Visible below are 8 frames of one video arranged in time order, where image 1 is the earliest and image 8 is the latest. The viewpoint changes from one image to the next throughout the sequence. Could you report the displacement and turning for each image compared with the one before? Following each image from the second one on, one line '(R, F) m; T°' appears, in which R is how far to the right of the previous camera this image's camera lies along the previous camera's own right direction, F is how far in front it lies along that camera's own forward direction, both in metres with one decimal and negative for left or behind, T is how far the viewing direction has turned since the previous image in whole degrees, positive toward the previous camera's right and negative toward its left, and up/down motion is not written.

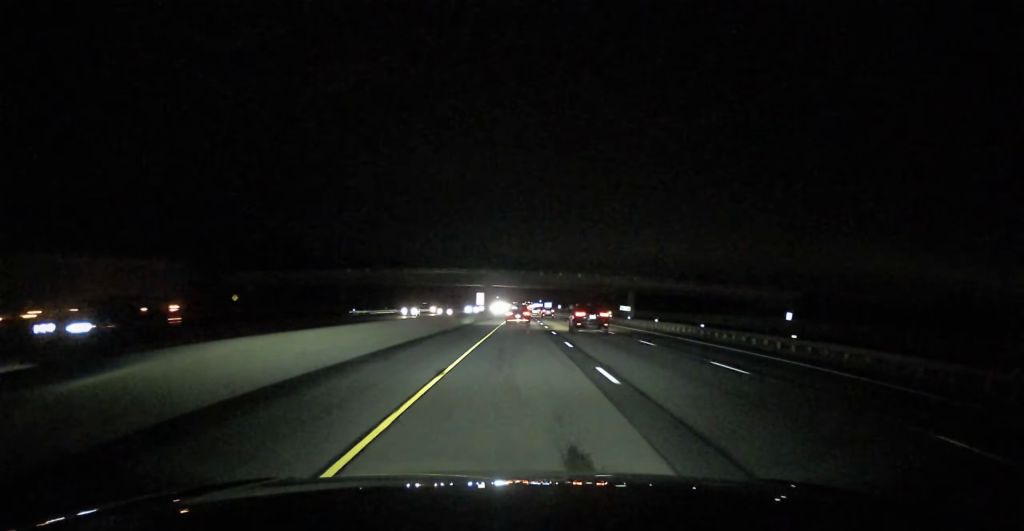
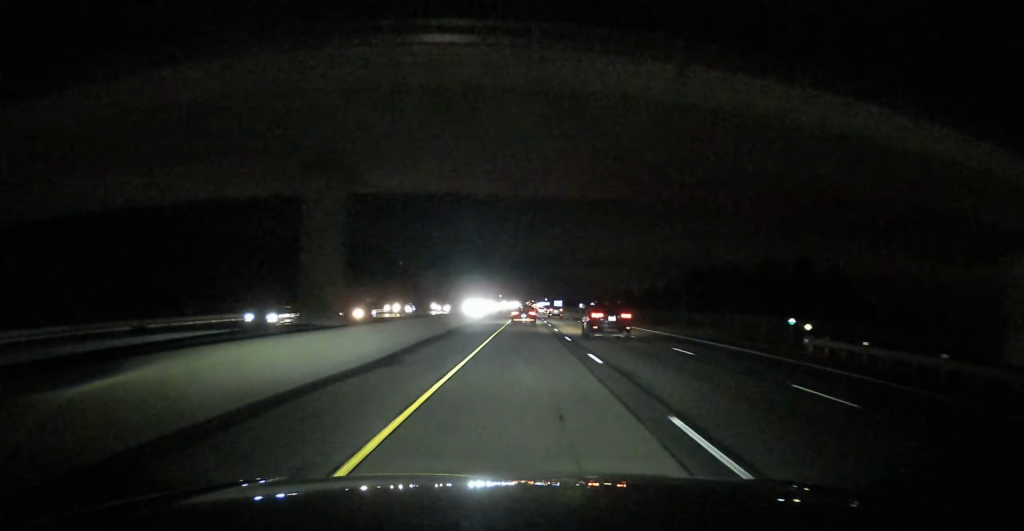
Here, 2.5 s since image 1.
(+0.2, +88.3) m; 0°
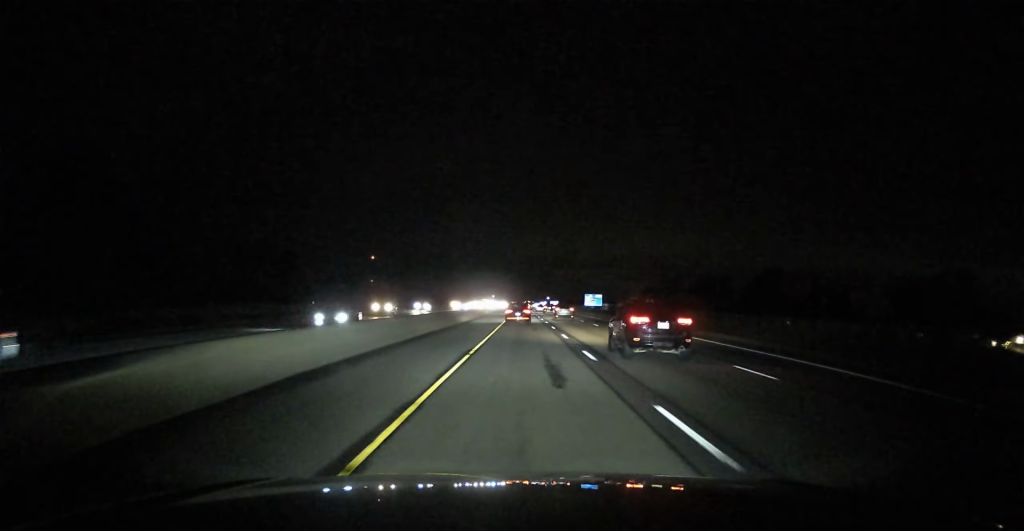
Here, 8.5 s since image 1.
(-0.4, +208.4) m; 0°
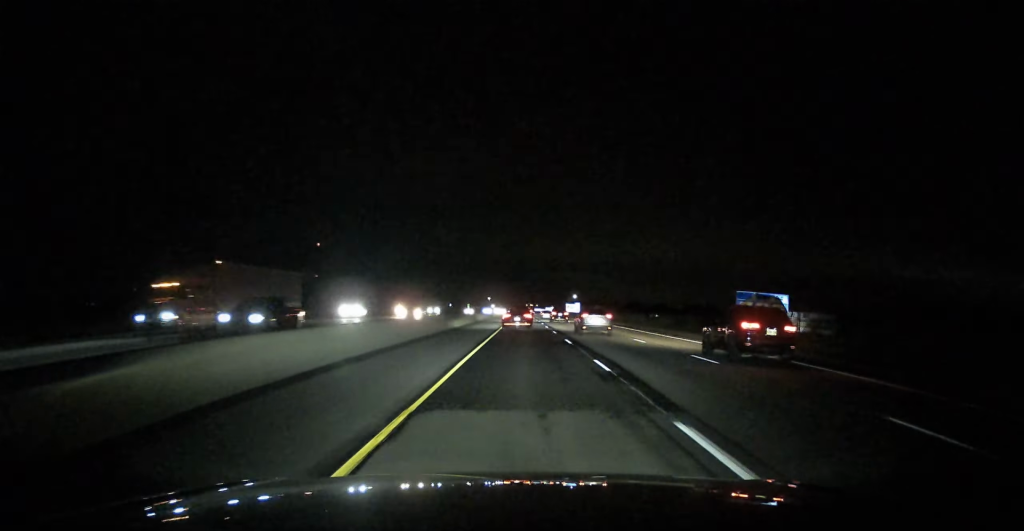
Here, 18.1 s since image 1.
(-0.4, +320.3) m; +1°
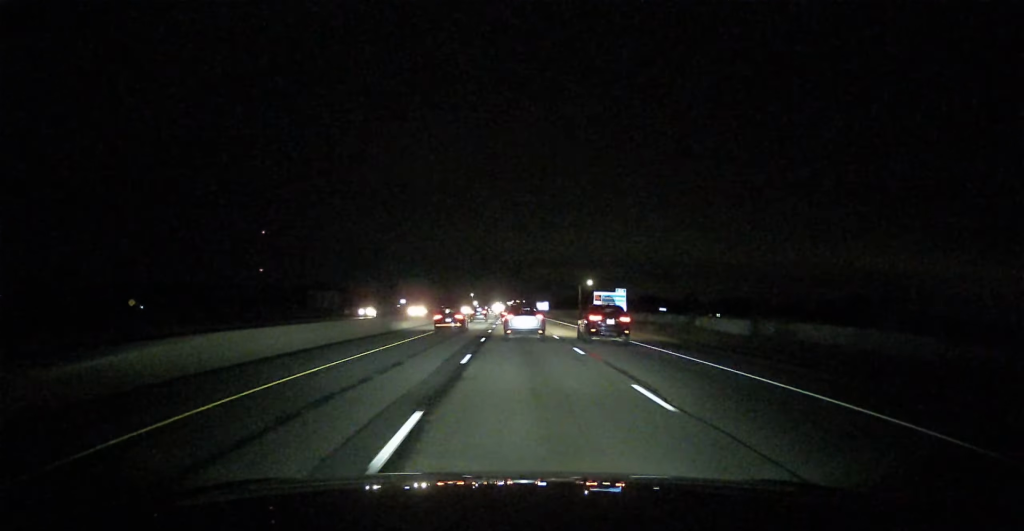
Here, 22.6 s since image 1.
(+1.7, +147.6) m; 0°
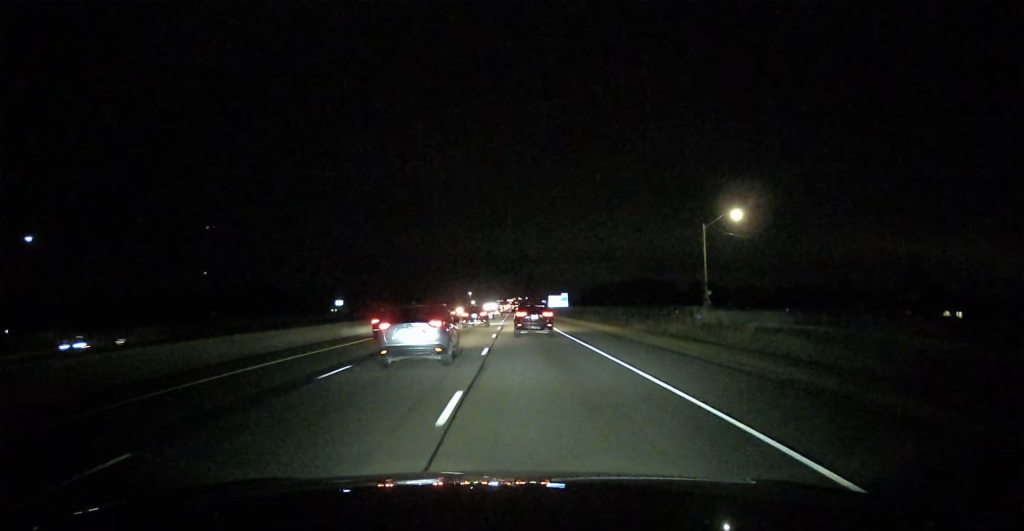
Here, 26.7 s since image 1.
(-0.3, +134.6) m; 0°
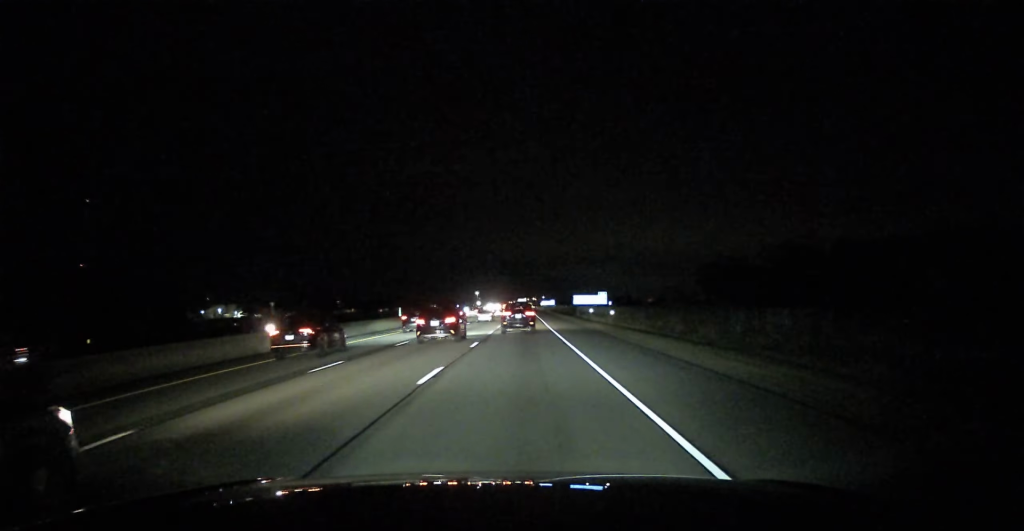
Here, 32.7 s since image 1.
(-1.6, +200.3) m; -1°
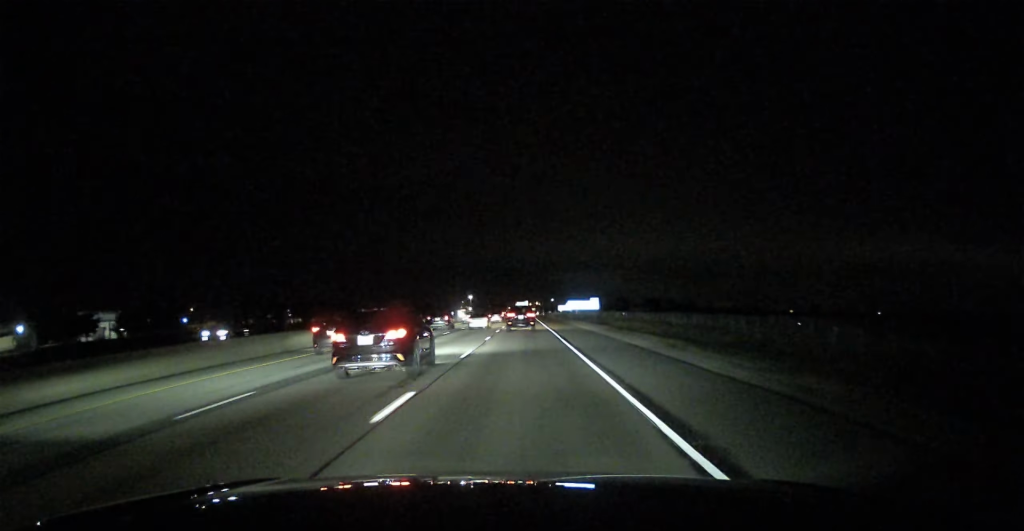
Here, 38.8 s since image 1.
(-0.8, +200.0) m; 0°
